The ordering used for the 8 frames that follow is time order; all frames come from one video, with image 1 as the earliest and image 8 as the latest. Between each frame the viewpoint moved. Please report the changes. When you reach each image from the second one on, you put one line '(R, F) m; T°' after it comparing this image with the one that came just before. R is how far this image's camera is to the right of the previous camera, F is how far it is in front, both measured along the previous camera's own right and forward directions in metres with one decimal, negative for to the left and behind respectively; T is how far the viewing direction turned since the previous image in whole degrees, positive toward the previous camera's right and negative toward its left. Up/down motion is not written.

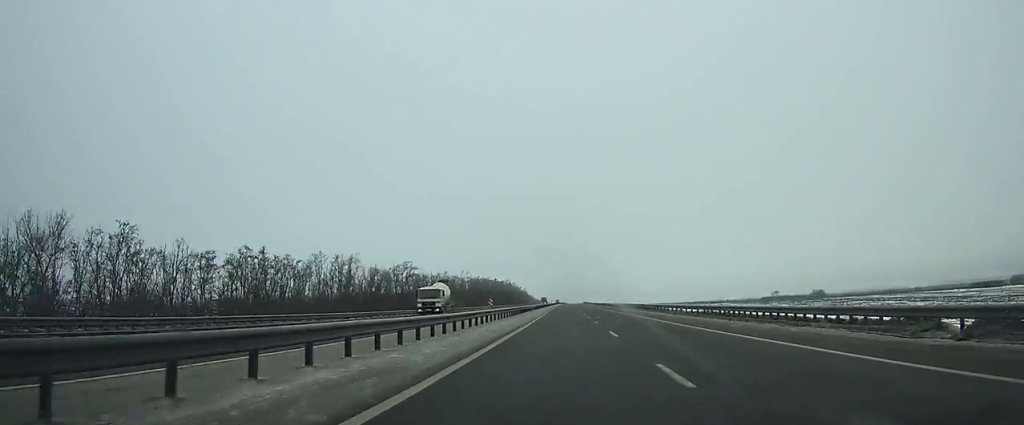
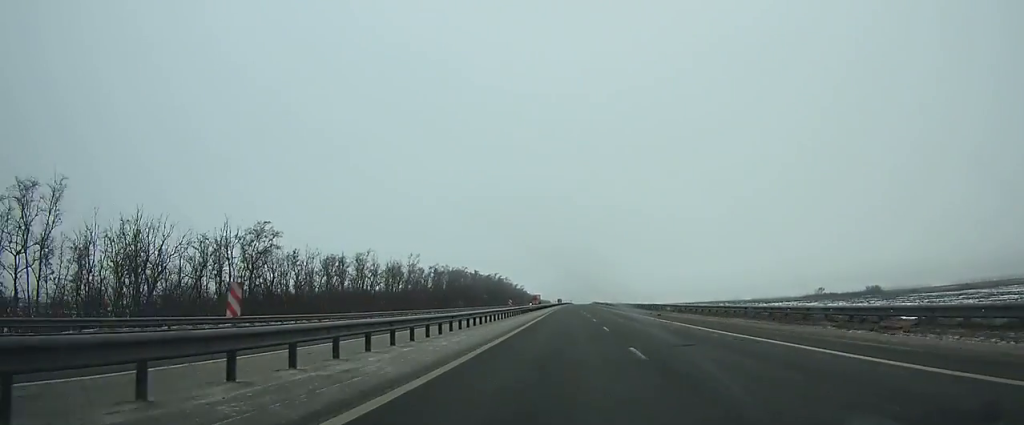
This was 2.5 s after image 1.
(-0.2, +69.6) m; 0°
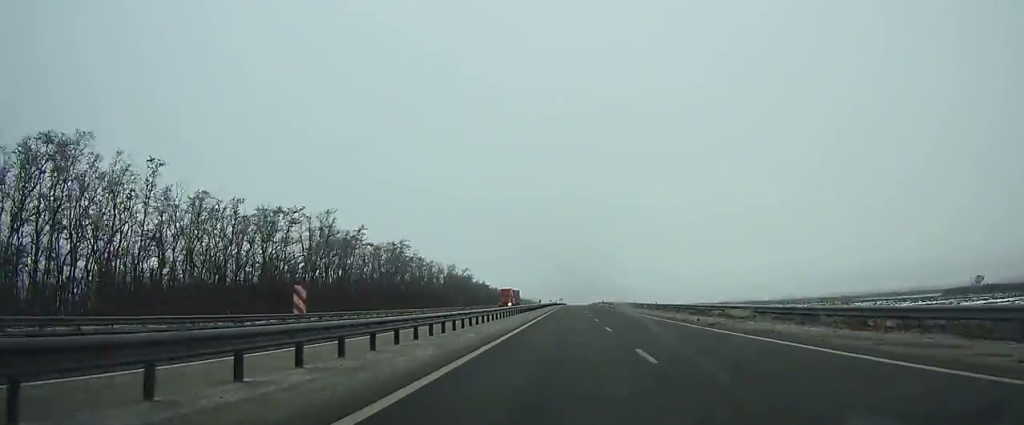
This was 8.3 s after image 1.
(+1.1, +154.7) m; +1°
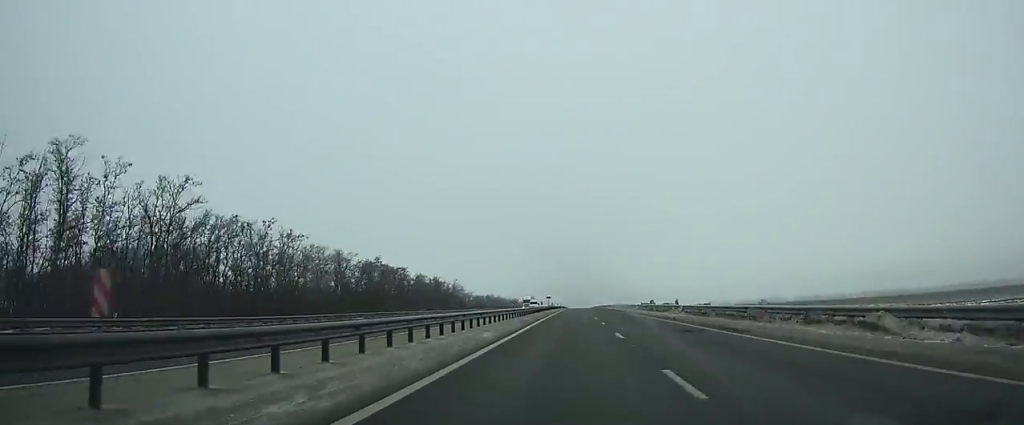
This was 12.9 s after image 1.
(+0.3, +116.0) m; 0°
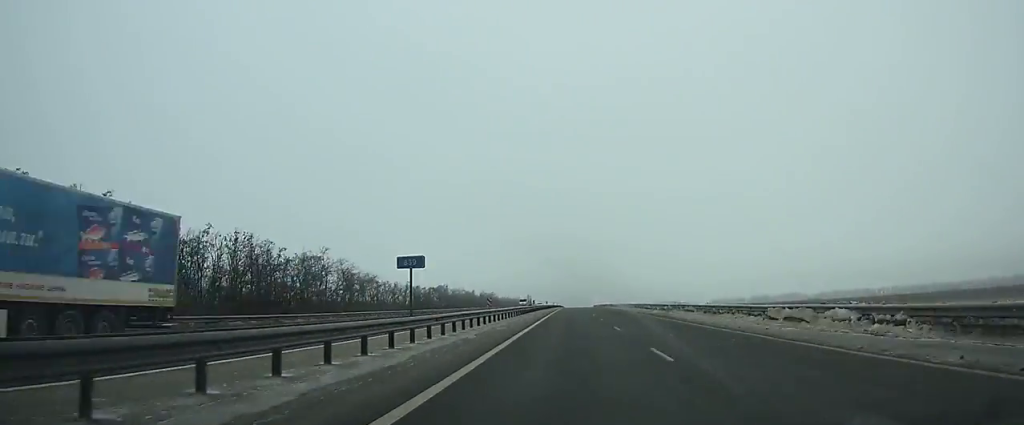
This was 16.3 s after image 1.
(+0.1, +82.2) m; 0°
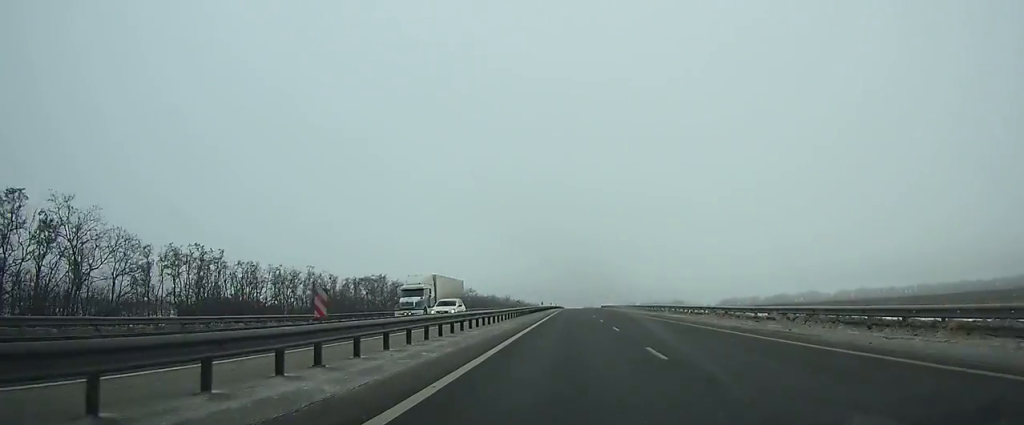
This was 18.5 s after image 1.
(+0.2, +55.1) m; 0°
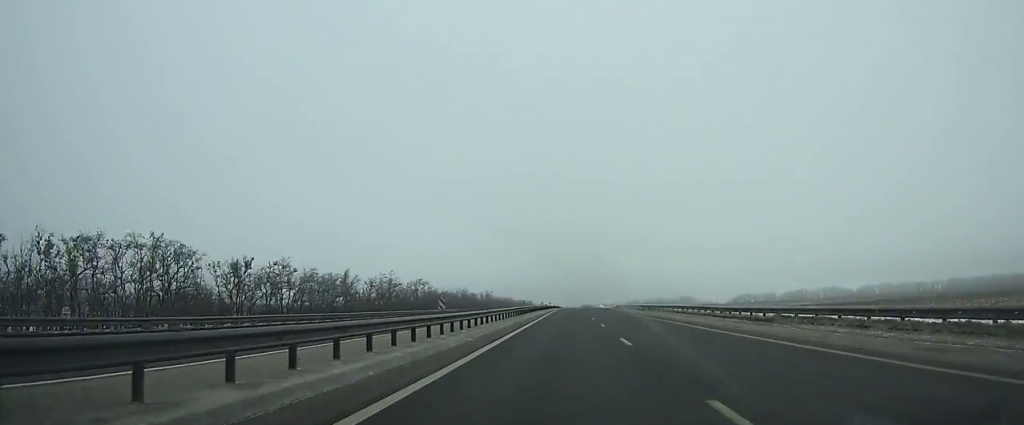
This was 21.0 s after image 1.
(+0.1, +64.9) m; 0°
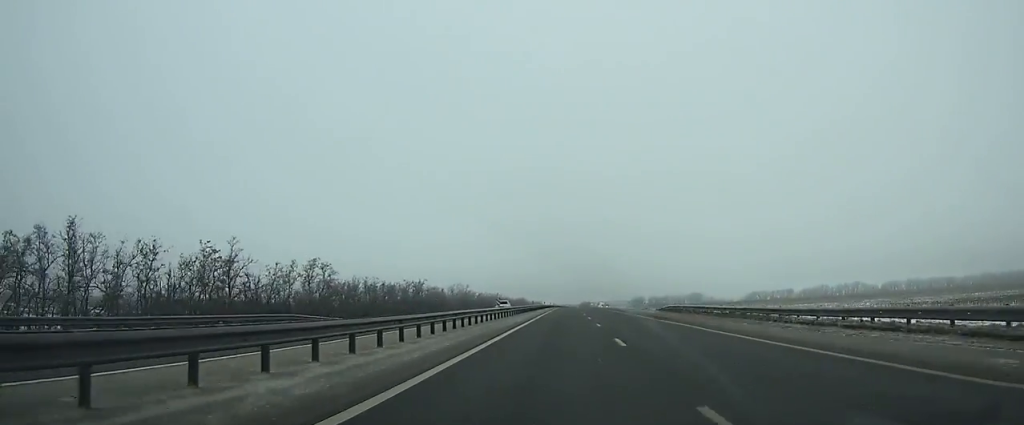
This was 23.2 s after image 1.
(0.0, +59.1) m; 0°
